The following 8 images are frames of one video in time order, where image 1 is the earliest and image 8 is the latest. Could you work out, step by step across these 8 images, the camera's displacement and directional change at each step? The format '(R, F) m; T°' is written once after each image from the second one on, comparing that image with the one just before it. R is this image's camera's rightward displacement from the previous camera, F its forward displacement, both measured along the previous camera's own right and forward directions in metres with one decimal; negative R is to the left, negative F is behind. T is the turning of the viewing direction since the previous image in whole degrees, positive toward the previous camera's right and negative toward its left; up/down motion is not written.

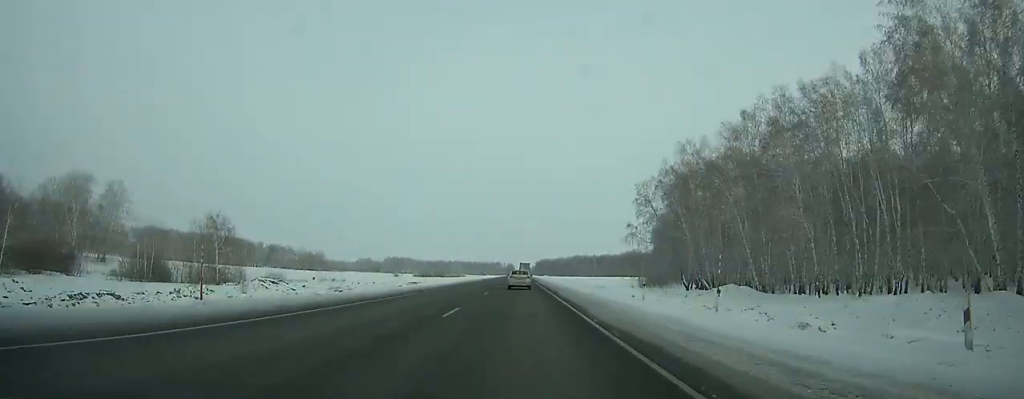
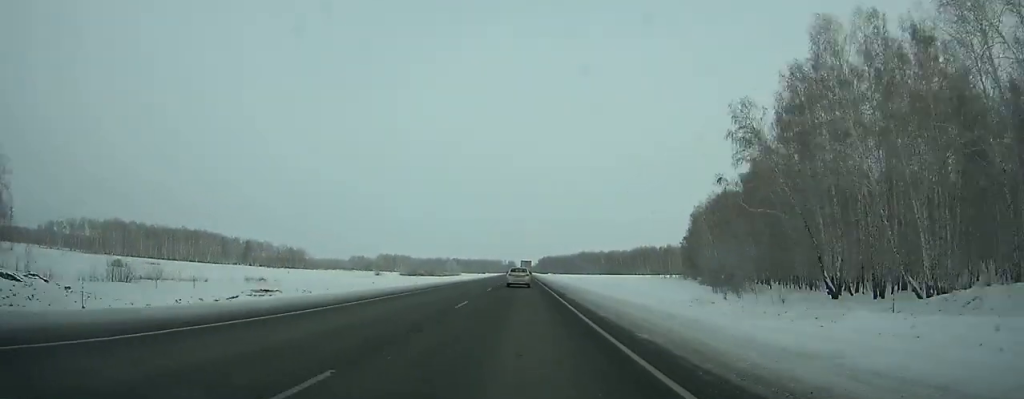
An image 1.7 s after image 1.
(0.0, +44.2) m; 0°
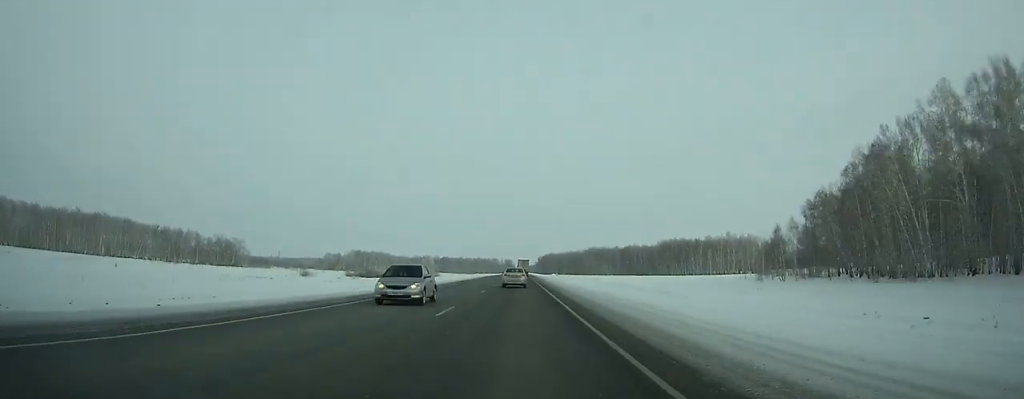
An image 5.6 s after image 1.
(+0.3, +99.8) m; 0°
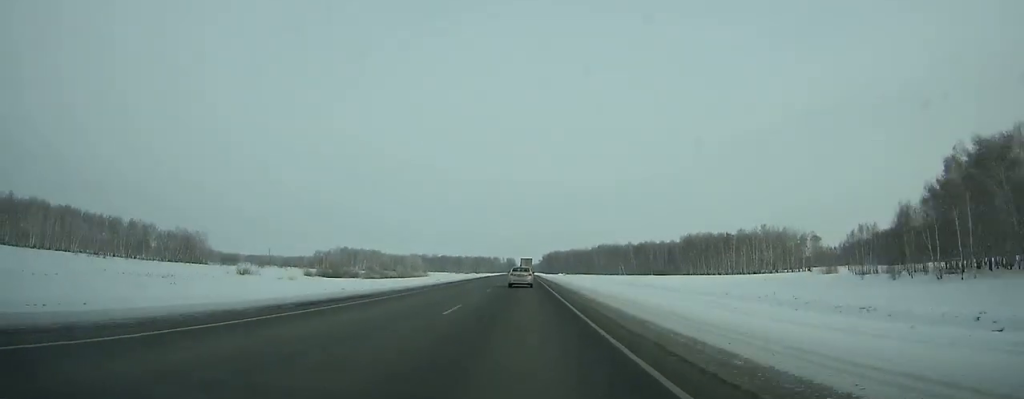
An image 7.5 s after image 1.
(0.0, +48.1) m; 0°
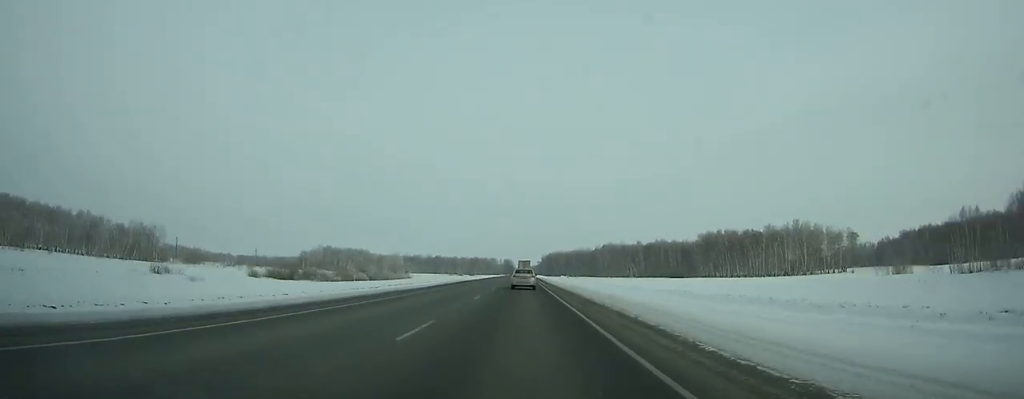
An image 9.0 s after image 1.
(+0.1, +37.5) m; 0°
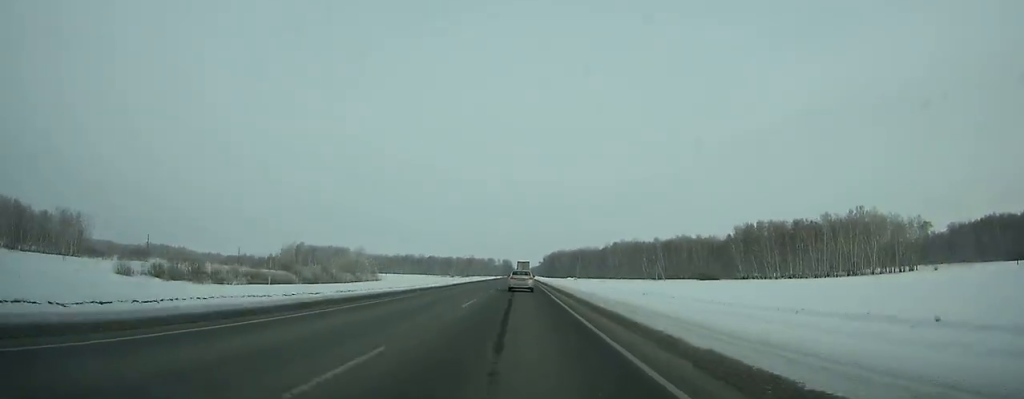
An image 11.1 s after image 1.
(+0.1, +52.4) m; 0°
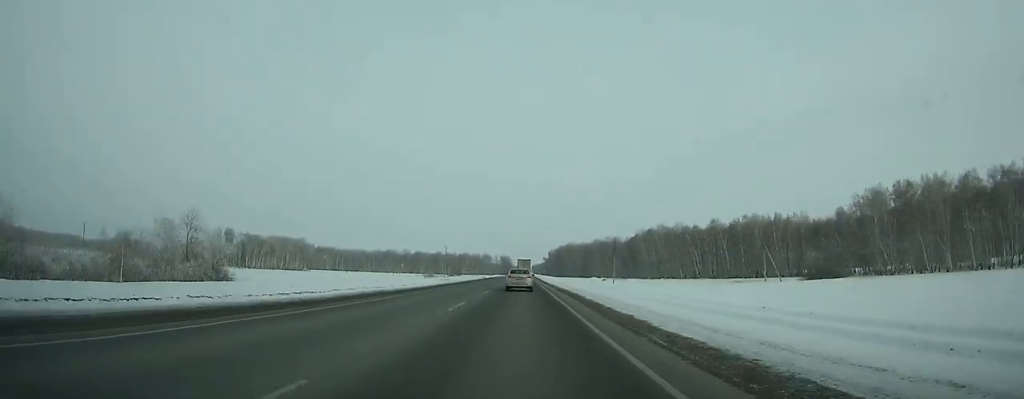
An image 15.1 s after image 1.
(-0.3, +98.1) m; 0°
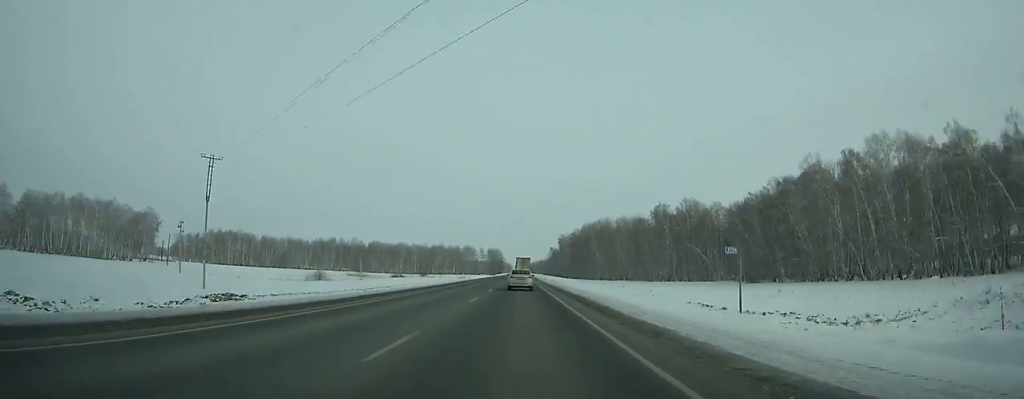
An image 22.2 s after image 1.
(-0.2, +170.5) m; 0°
